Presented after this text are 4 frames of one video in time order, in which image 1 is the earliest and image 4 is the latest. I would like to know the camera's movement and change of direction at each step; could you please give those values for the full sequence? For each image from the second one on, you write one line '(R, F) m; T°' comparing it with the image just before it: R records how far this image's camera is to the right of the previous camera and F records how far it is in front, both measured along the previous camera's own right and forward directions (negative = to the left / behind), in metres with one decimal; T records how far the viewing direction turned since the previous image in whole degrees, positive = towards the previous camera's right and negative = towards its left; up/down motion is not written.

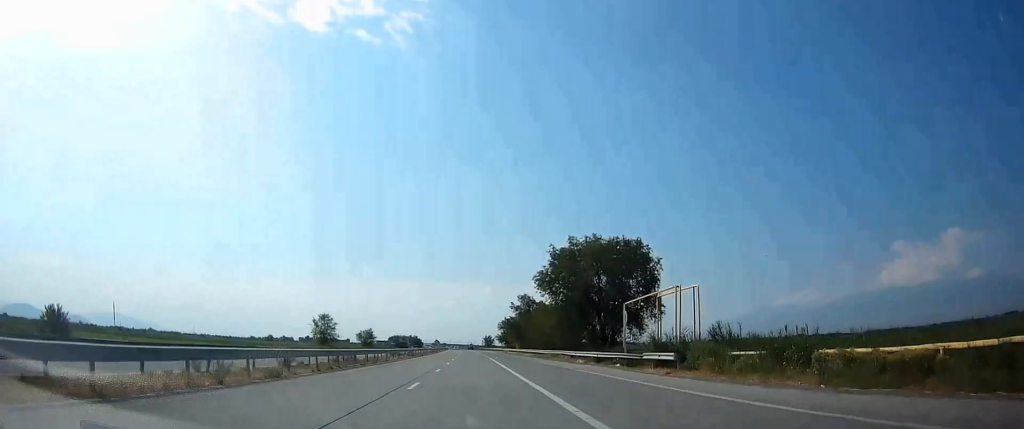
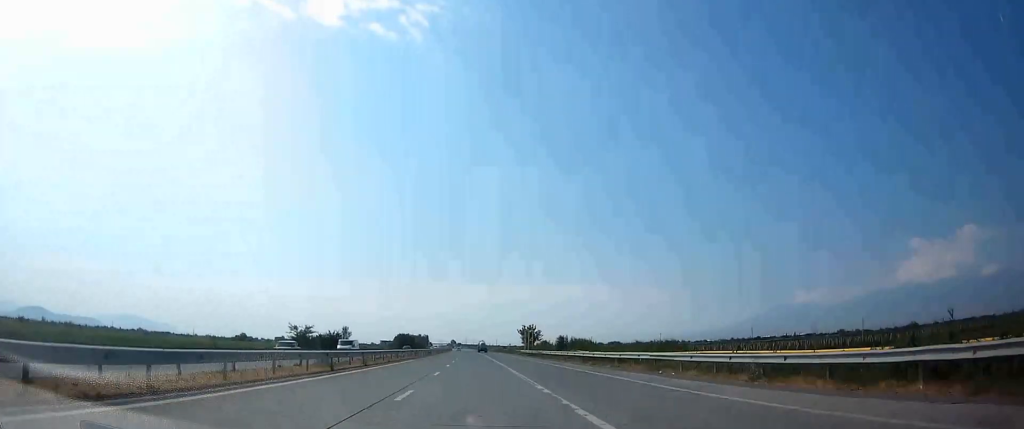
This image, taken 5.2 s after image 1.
(-3.3, +170.0) m; -1°
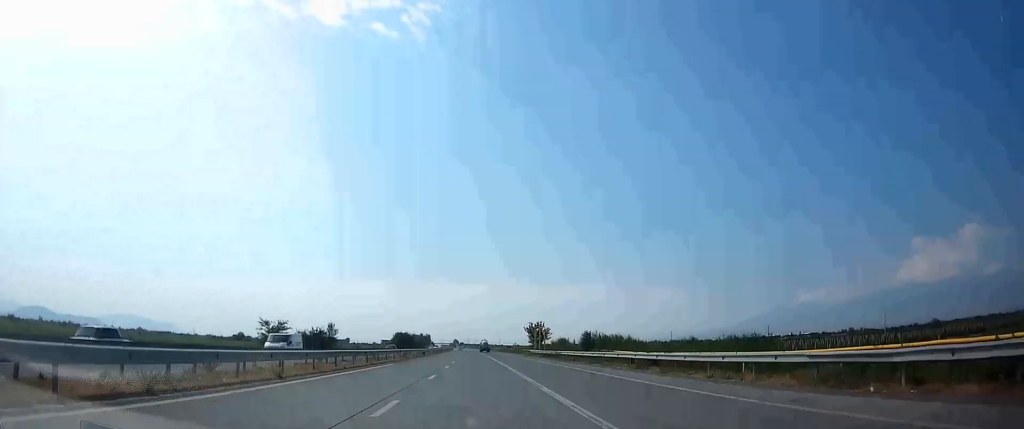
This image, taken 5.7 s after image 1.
(0.0, +15.3) m; -1°
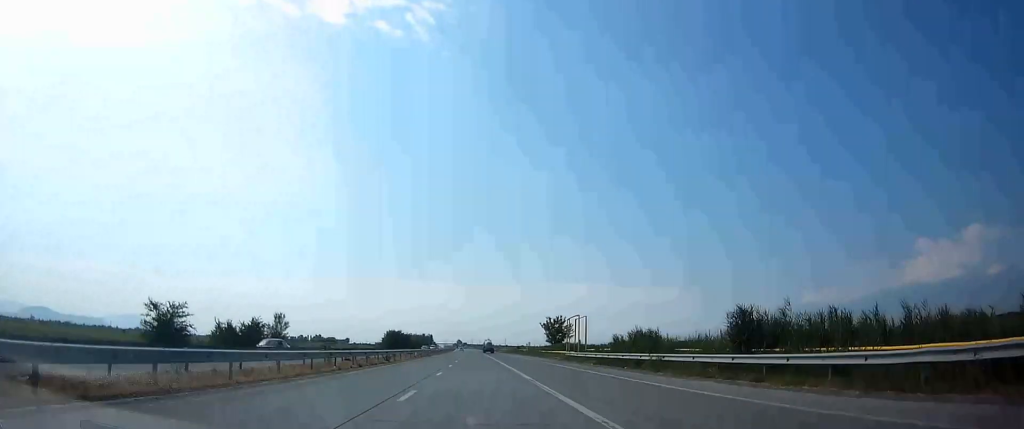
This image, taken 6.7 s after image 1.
(-0.5, +32.7) m; -1°
